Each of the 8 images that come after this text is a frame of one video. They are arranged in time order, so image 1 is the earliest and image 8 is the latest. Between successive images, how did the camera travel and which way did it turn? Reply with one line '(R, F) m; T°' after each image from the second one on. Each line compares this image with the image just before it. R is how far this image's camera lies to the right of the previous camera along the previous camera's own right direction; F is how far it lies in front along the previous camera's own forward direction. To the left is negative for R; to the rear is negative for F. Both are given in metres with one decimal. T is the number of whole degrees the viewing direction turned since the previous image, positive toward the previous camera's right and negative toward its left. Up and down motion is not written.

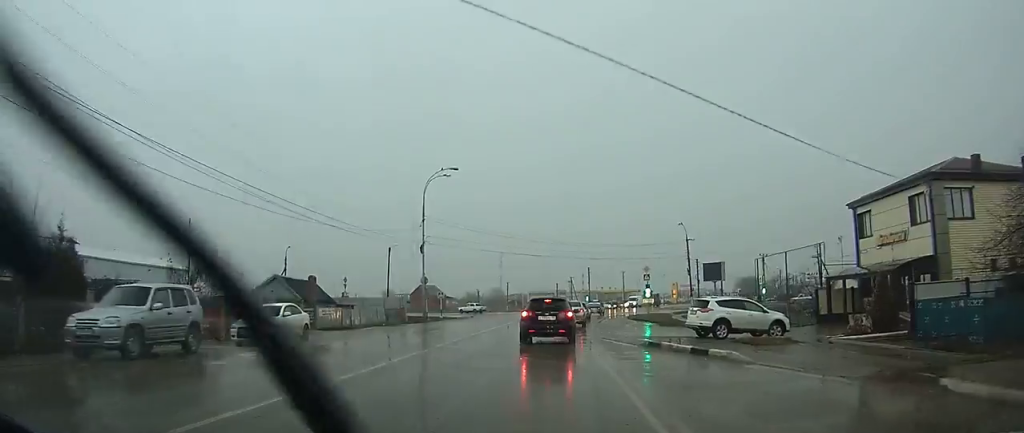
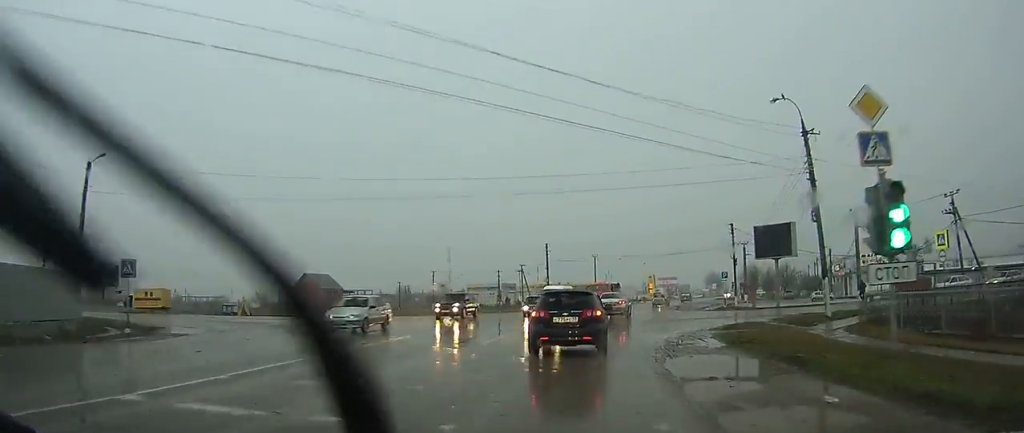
(+2.5, +47.2) m; +8°
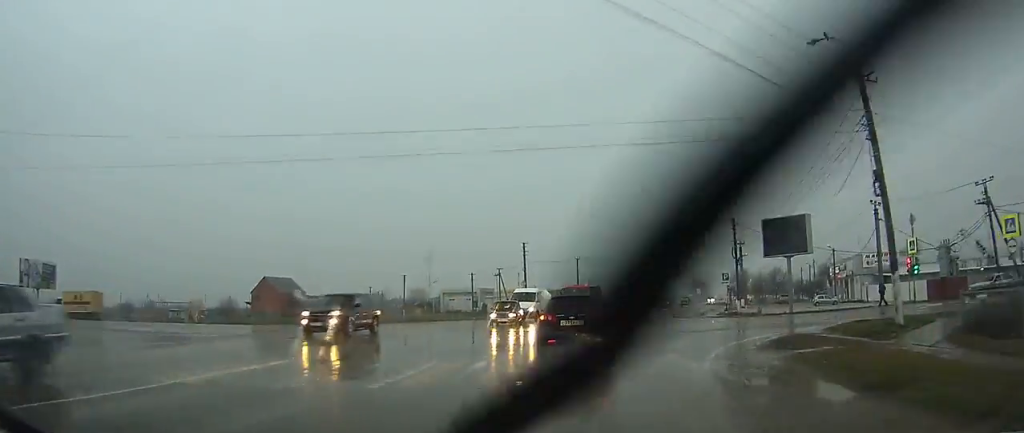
(0.0, +7.8) m; +2°
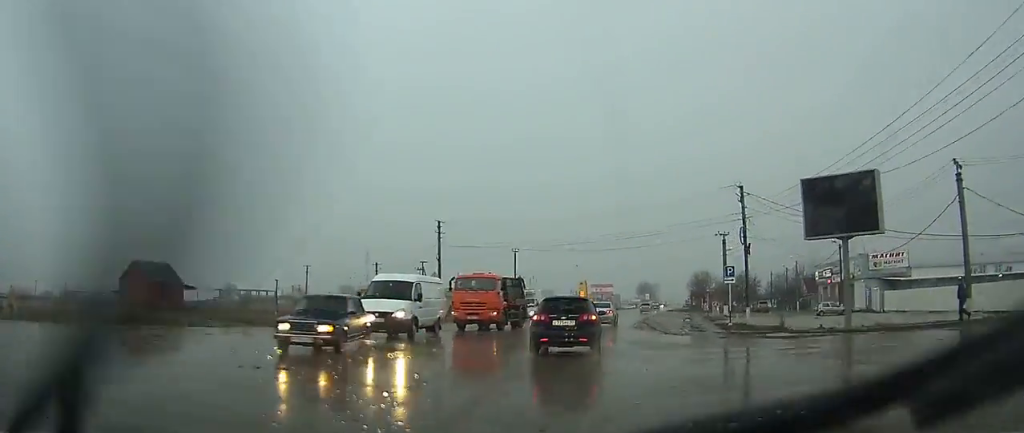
(+0.8, +19.1) m; +4°
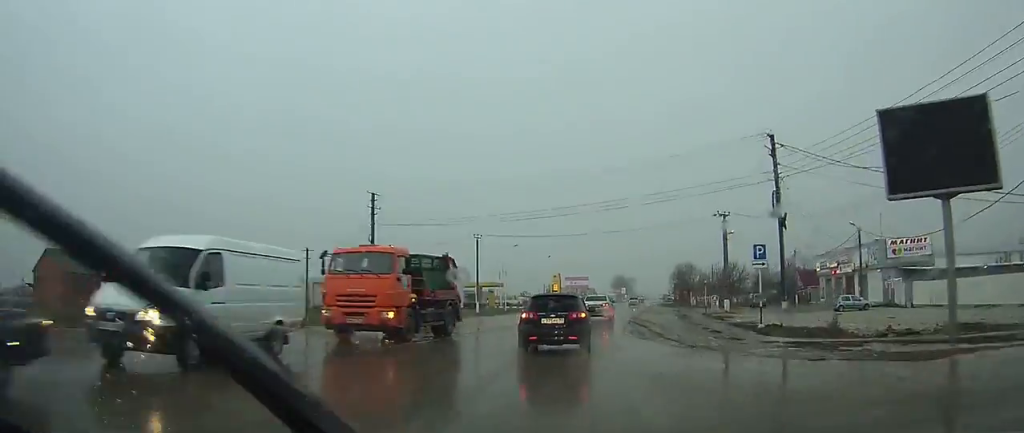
(+0.3, +11.3) m; +2°
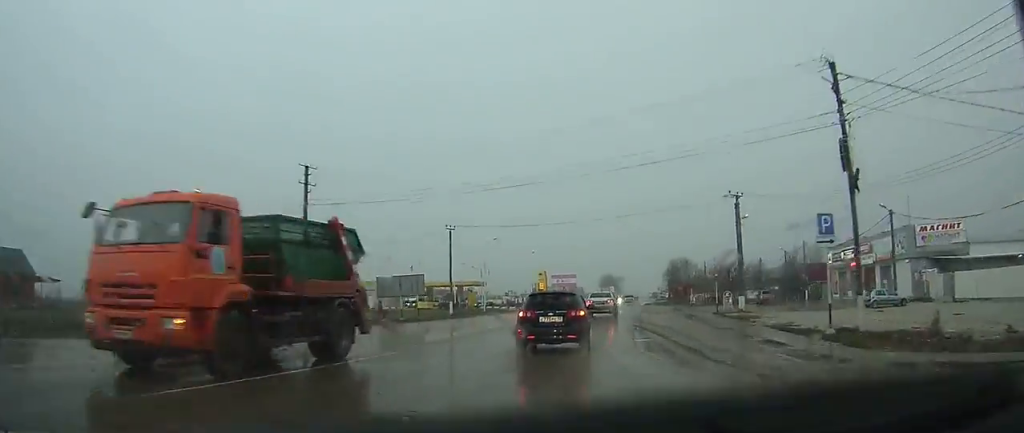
(0.0, +8.7) m; +2°
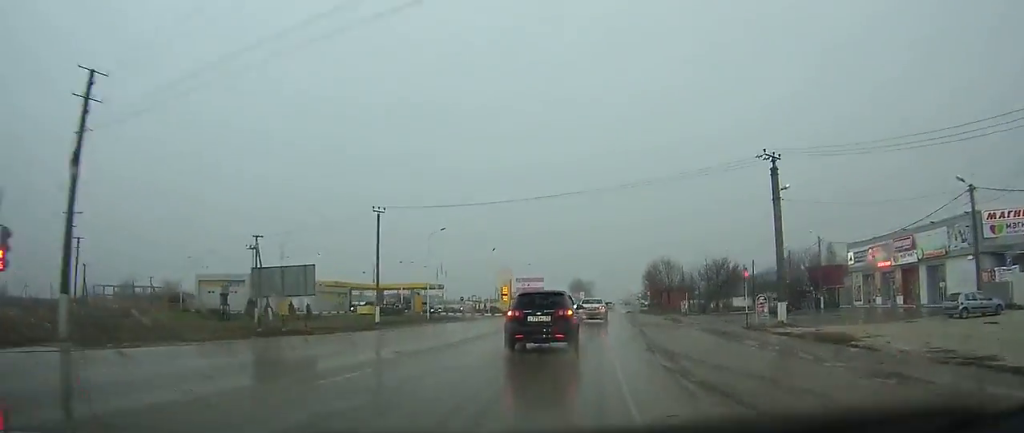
(+0.5, +15.3) m; +2°
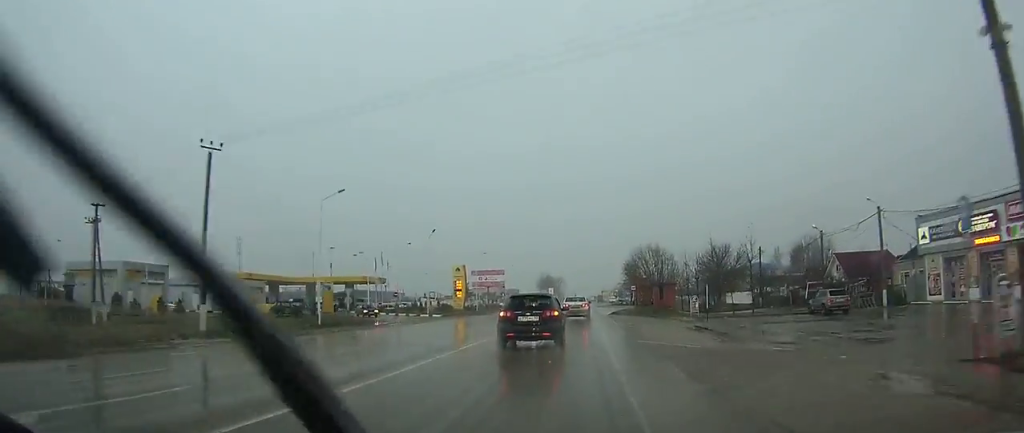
(+0.6, +20.8) m; +2°
